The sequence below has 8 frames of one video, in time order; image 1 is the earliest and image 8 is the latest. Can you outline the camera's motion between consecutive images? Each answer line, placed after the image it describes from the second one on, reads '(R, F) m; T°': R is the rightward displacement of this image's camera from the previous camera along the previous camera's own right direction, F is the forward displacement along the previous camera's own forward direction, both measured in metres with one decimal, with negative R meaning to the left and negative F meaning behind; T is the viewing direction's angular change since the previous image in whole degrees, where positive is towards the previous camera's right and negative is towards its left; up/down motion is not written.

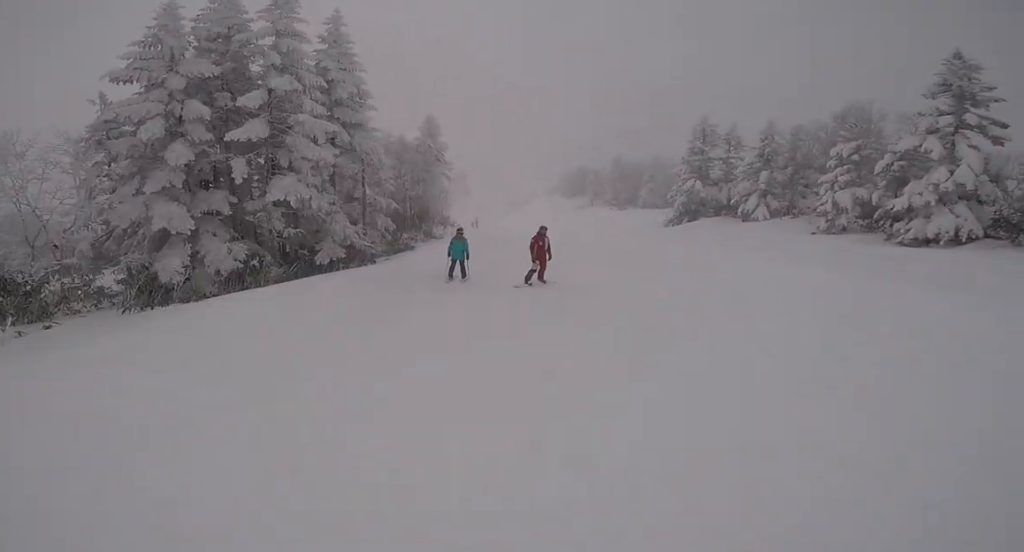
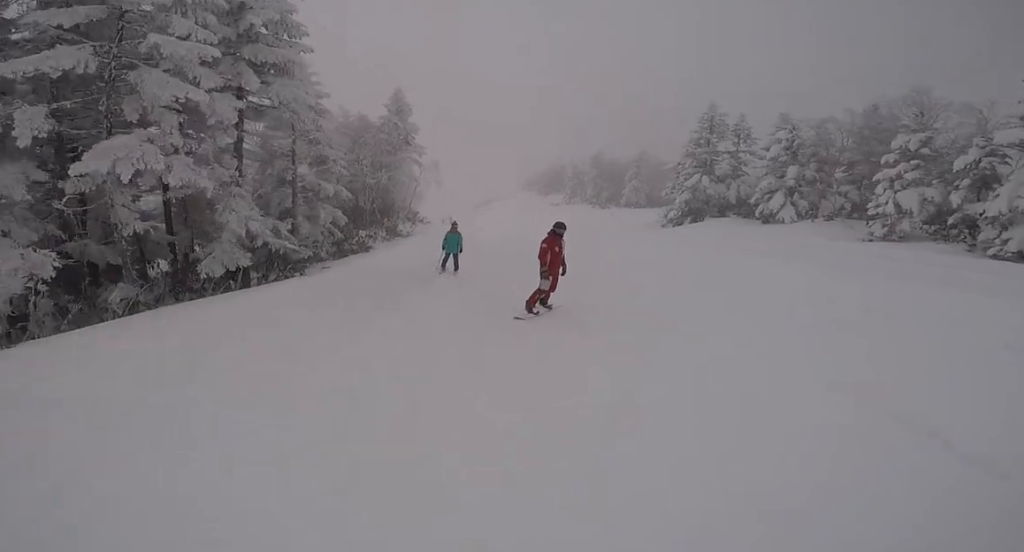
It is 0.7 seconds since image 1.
(0.0, +5.0) m; 0°
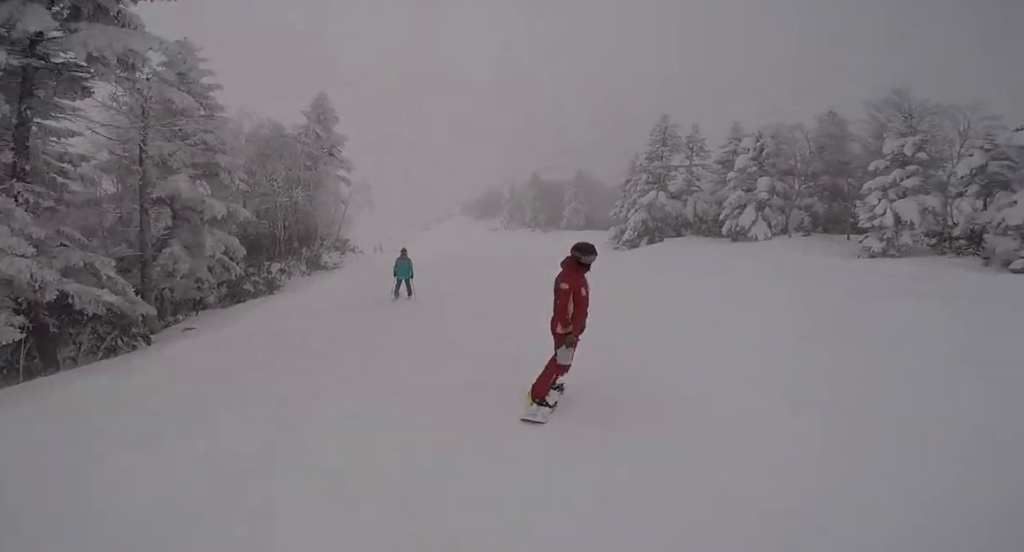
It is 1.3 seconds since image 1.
(0.0, +3.9) m; 0°
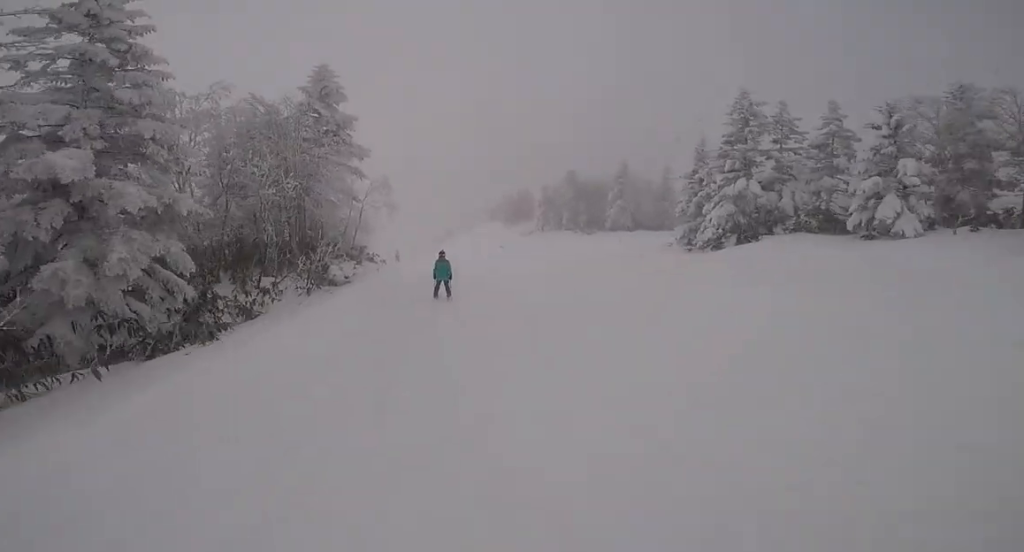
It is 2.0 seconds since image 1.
(0.0, +4.7) m; 0°
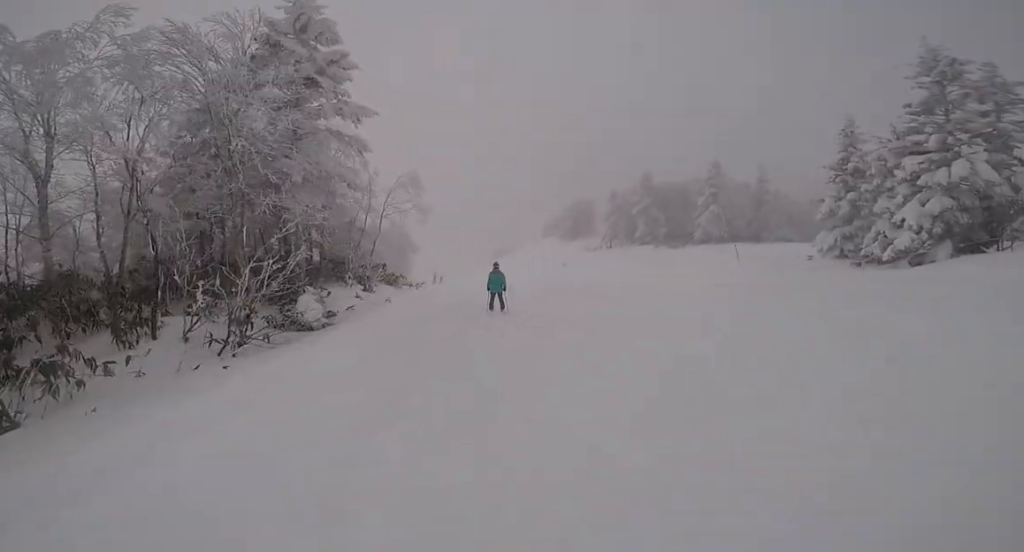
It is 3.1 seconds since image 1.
(0.0, +6.7) m; 0°
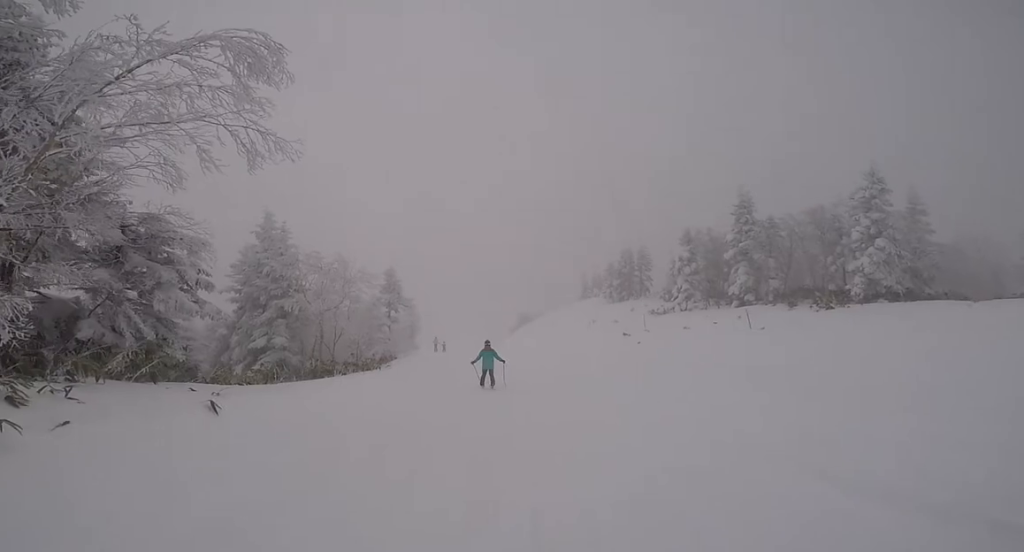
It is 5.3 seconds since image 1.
(-0.1, +14.2) m; -10°
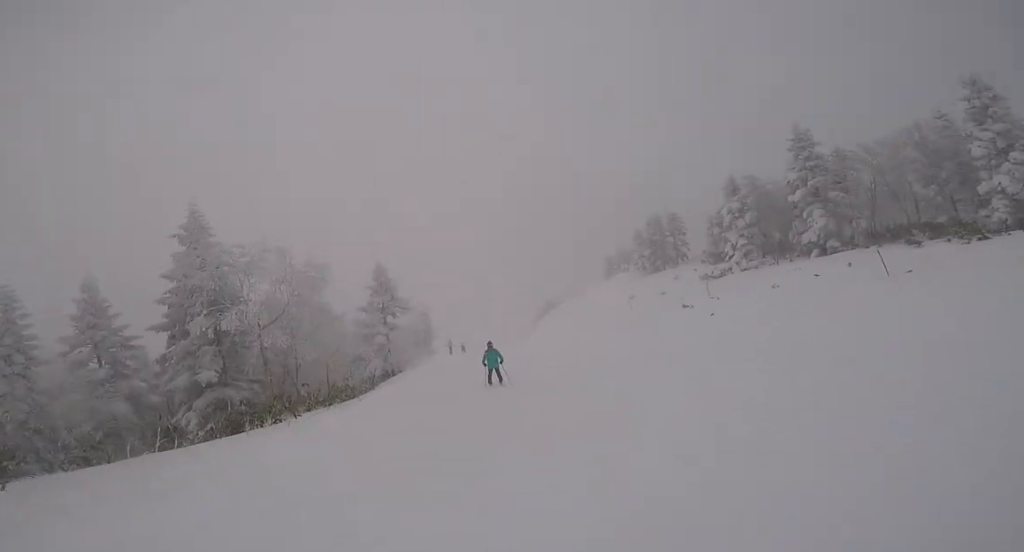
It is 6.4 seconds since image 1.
(-1.1, +6.7) m; -1°
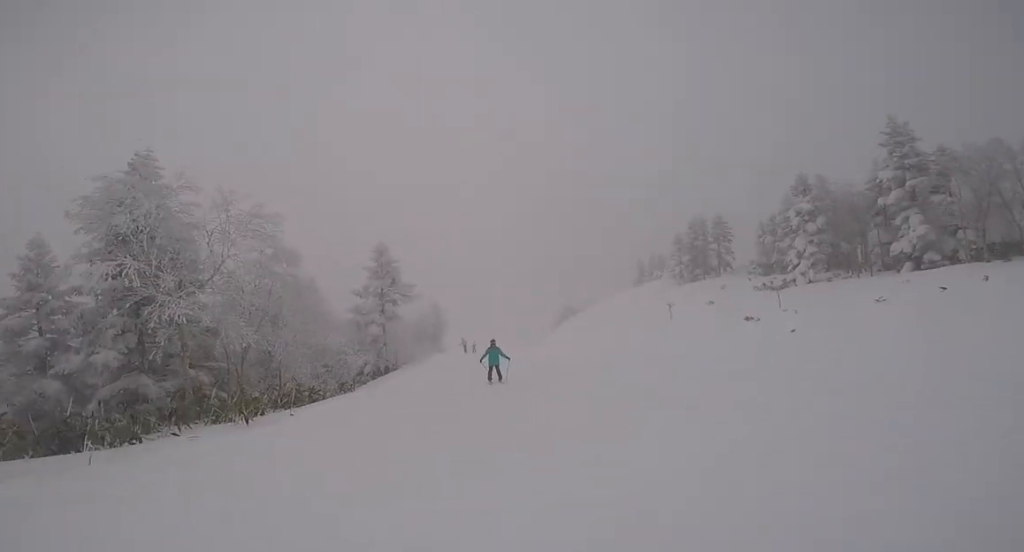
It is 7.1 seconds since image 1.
(+0.8, +4.5) m; 0°
